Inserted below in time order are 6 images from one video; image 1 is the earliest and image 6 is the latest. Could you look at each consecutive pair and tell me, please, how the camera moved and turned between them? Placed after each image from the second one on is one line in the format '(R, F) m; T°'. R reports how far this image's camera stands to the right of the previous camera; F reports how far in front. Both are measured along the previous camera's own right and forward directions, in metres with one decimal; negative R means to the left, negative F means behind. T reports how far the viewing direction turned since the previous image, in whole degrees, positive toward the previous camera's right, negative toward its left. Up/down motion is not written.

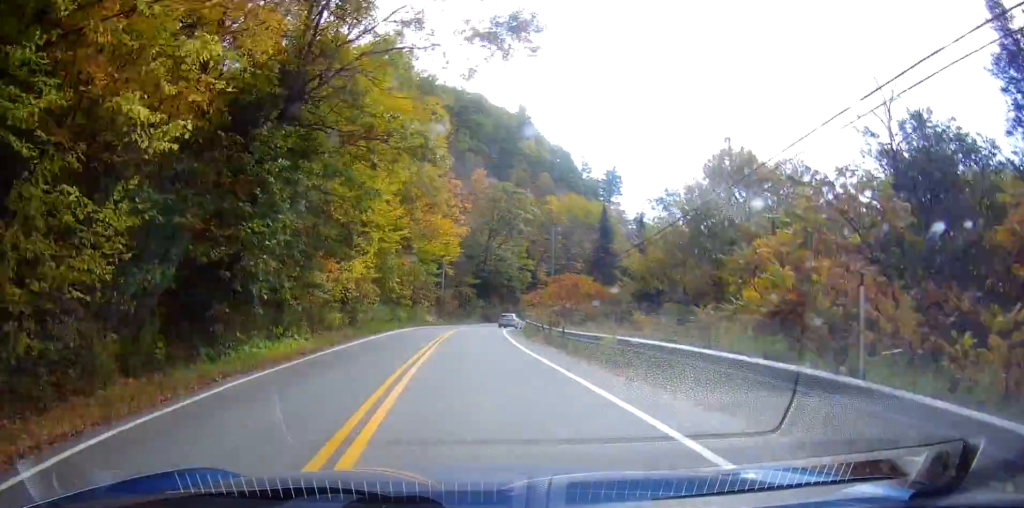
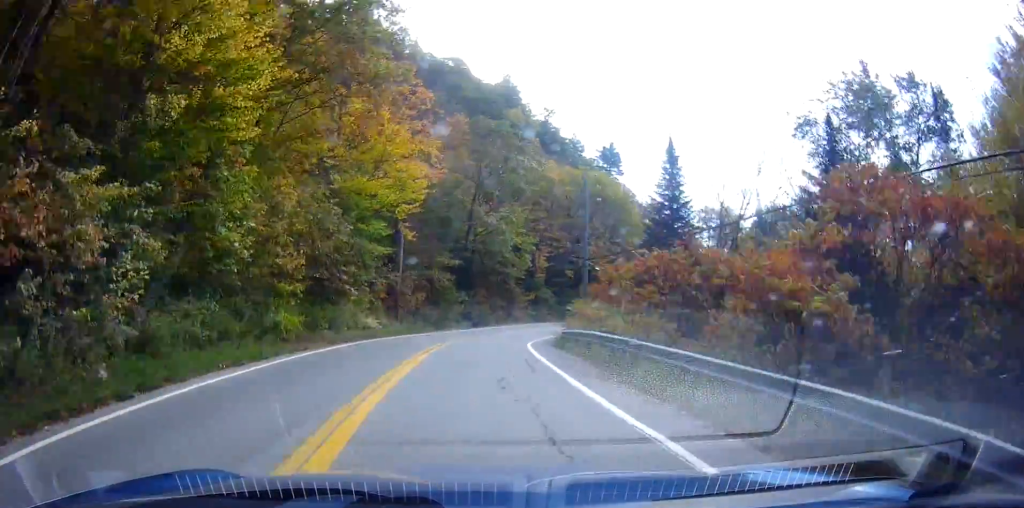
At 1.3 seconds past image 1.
(0.0, +25.2) m; 0°
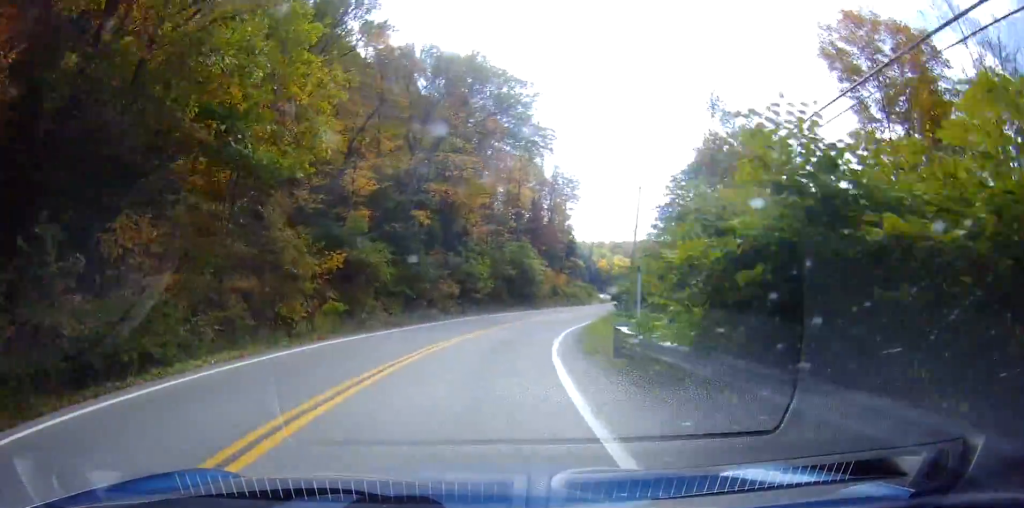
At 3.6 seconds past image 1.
(0.0, +43.9) m; 0°
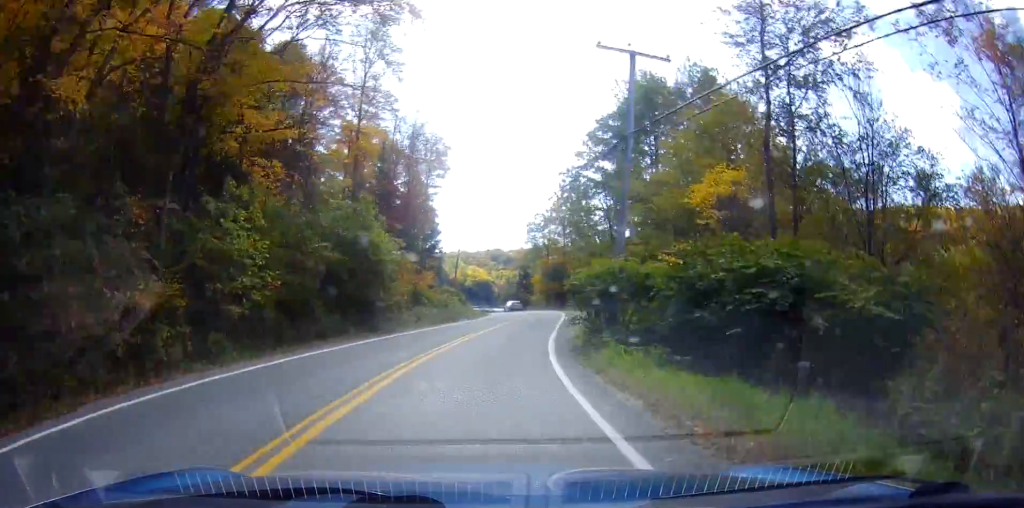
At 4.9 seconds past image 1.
(+0.6, +25.6) m; +18°
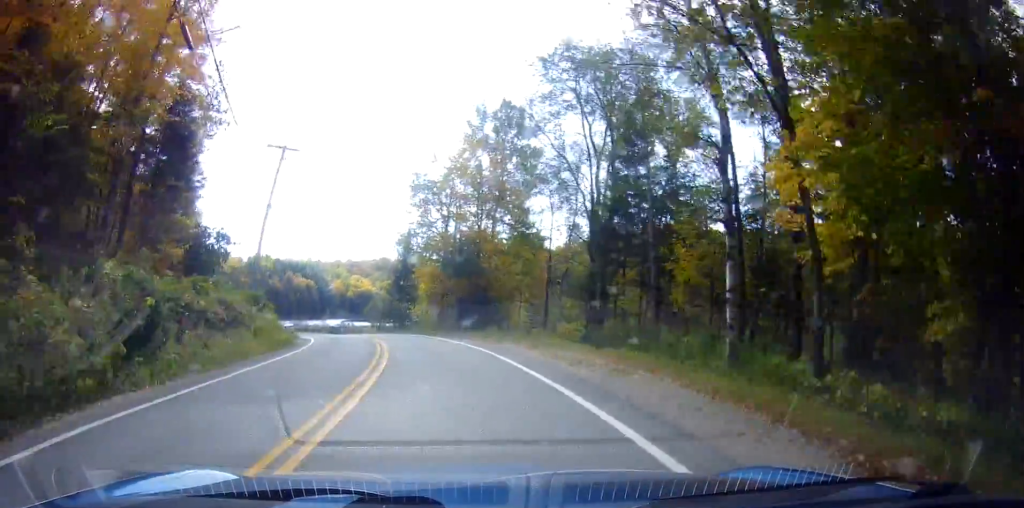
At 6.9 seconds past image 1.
(+11.9, +37.7) m; +16°
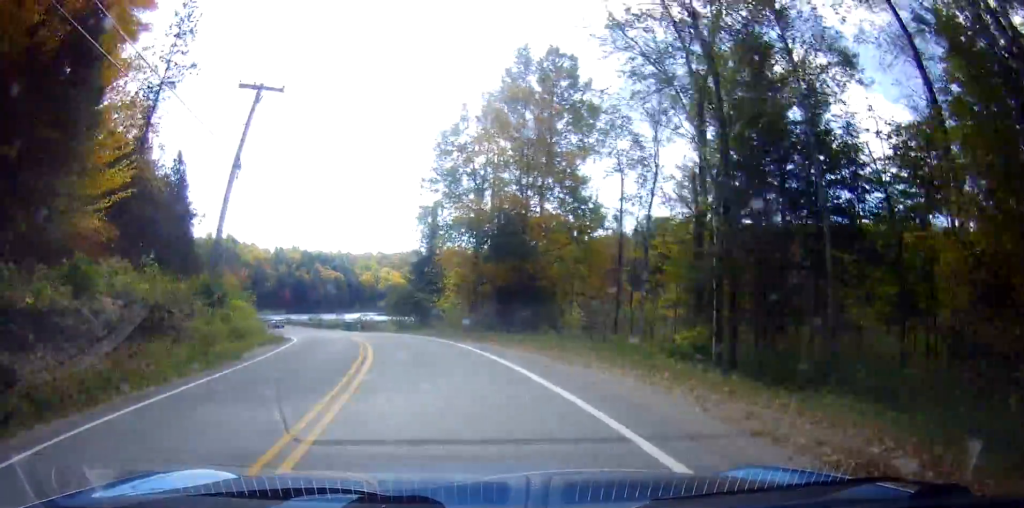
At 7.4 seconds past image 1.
(-0.6, +11.2) m; -4°
